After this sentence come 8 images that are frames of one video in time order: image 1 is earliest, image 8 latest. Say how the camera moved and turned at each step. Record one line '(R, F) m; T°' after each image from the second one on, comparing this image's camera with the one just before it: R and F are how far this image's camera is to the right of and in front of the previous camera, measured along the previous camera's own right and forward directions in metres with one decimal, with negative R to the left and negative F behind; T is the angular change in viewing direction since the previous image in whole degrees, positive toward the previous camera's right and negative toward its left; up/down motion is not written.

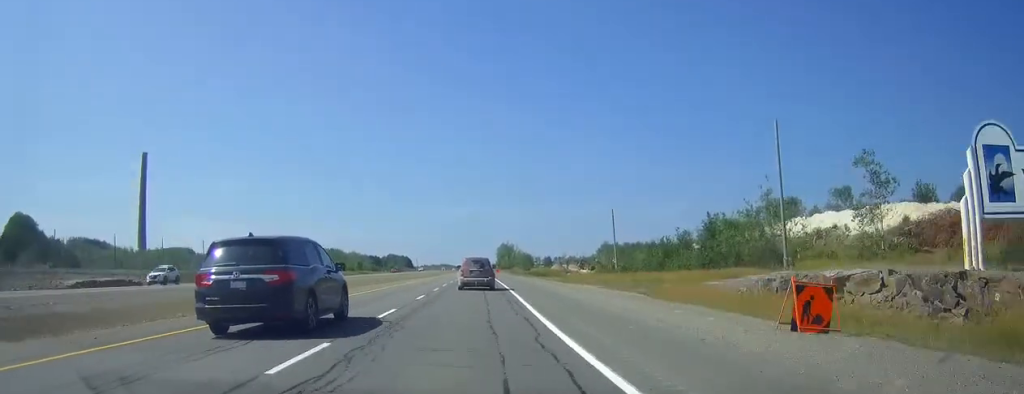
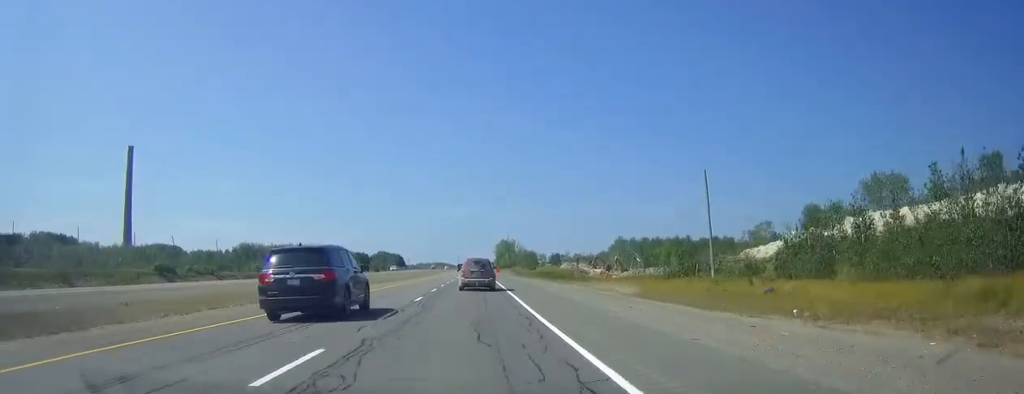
(+0.2, +43.1) m; 0°
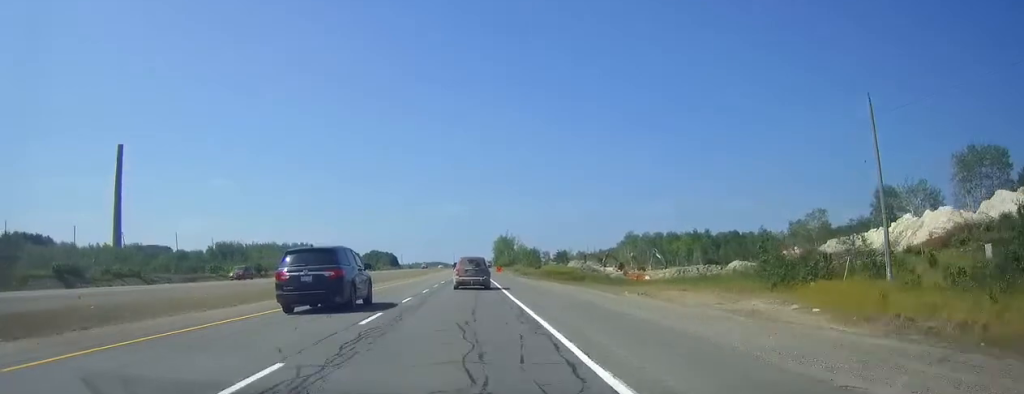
(0.0, +27.2) m; 0°
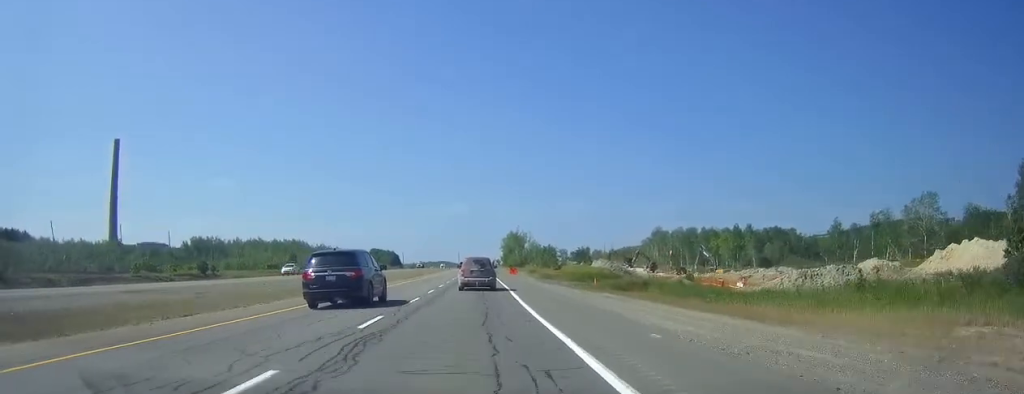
(+0.1, +33.9) m; 0°
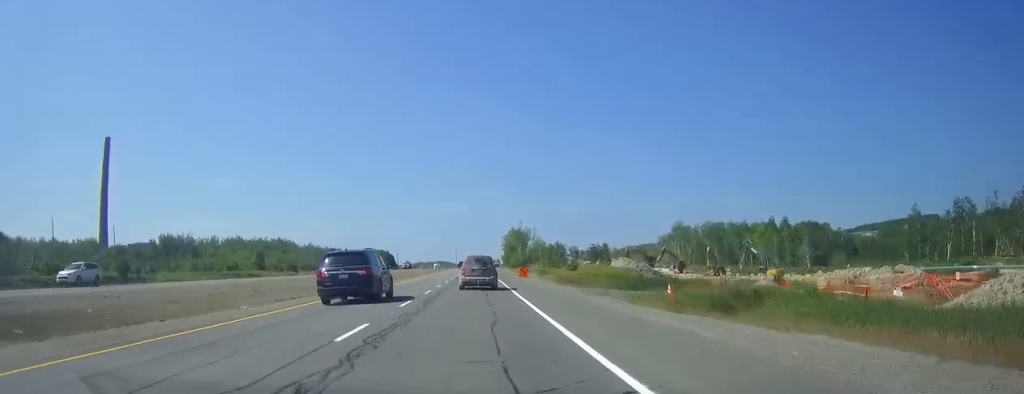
(-0.1, +27.5) m; 0°
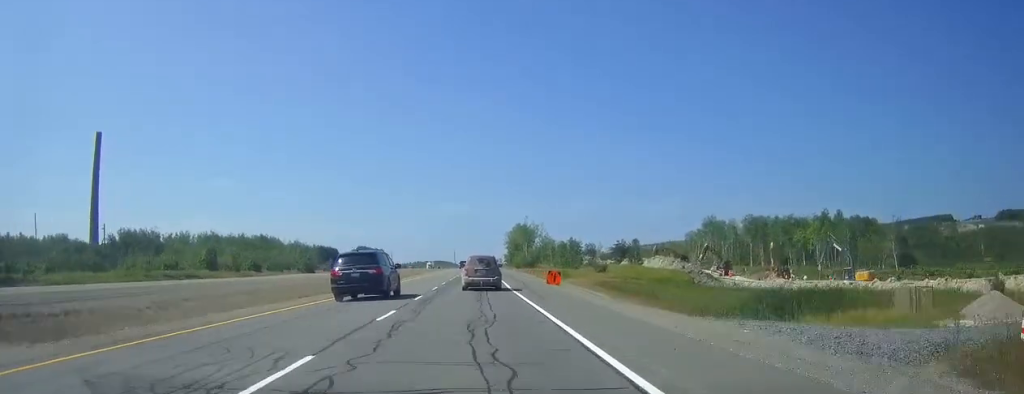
(0.0, +30.5) m; 0°
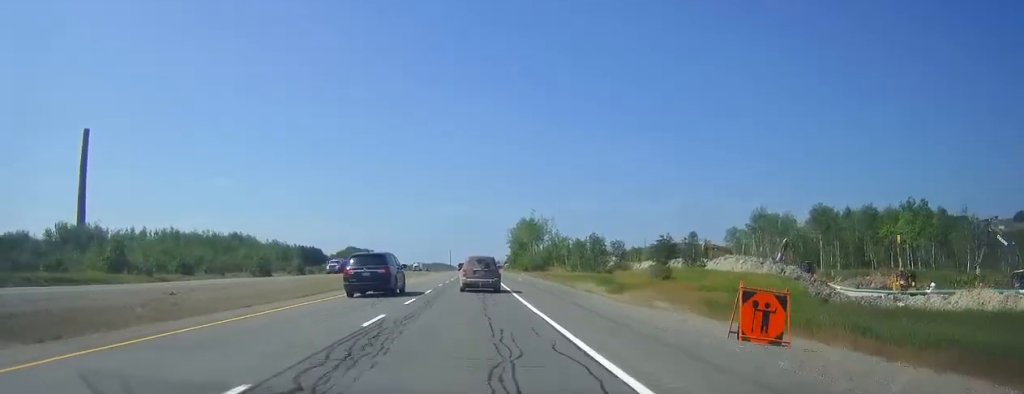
(0.0, +36.3) m; 0°
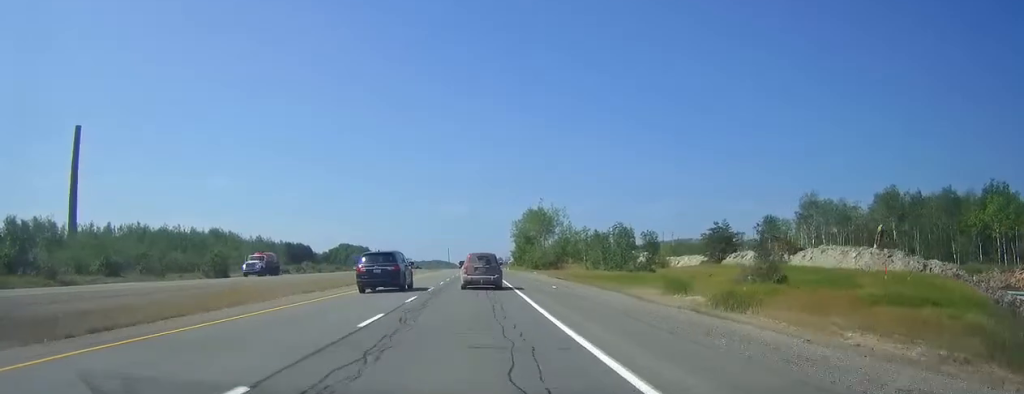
(+0.1, +25.7) m; 0°
